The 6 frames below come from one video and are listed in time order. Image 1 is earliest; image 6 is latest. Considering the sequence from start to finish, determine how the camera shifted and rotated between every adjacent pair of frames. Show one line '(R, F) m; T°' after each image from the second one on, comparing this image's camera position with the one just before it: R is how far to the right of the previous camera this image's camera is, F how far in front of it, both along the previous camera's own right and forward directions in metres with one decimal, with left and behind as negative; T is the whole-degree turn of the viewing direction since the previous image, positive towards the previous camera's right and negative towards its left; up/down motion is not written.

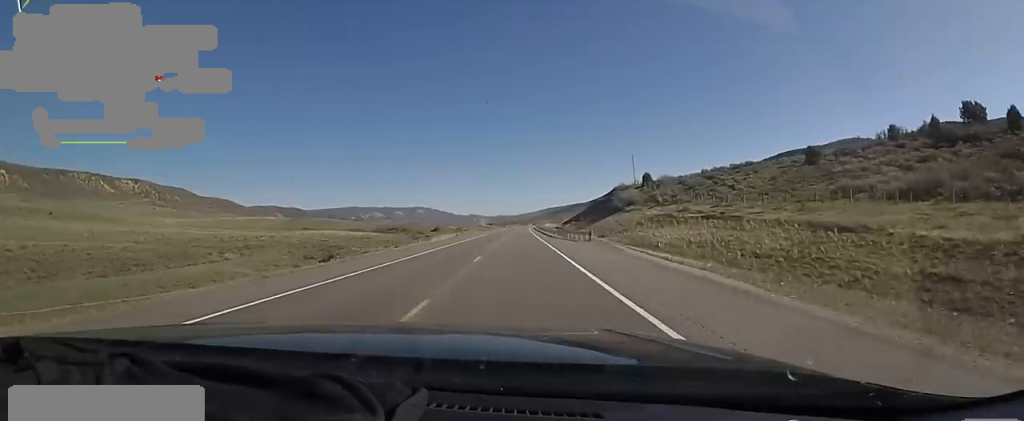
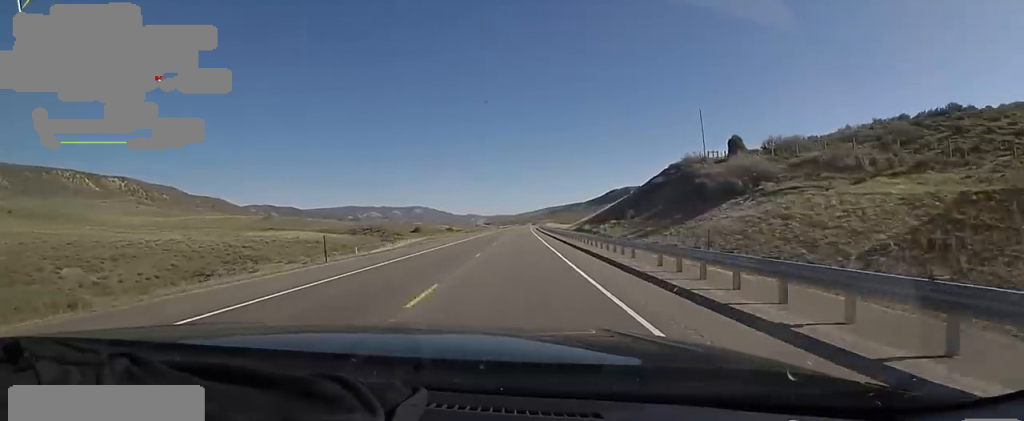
(+1.0, +45.8) m; +1°
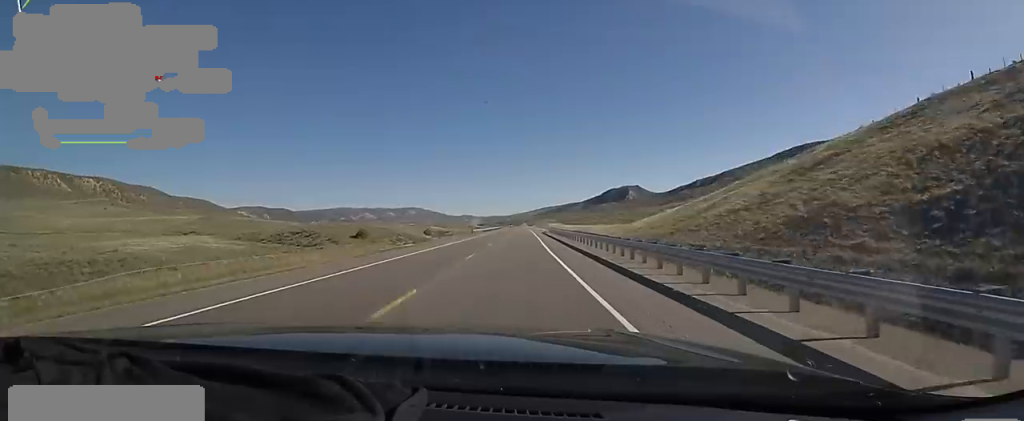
(-0.4, +73.4) m; 0°
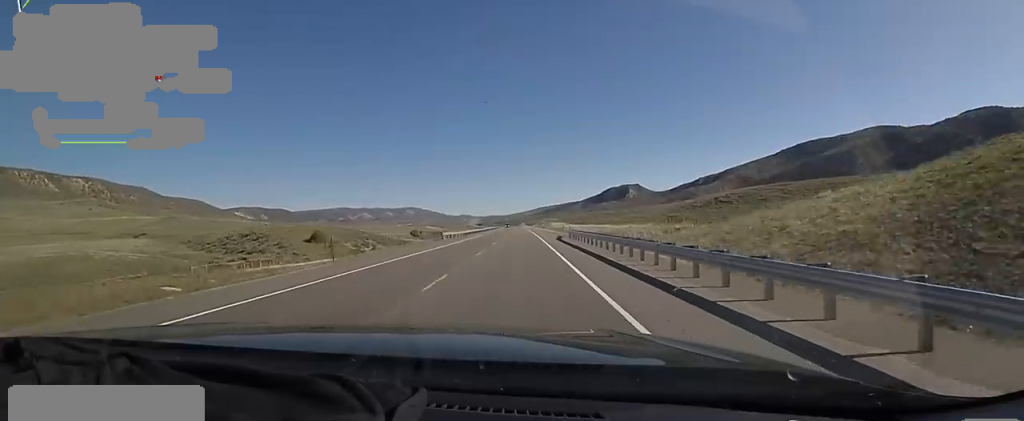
(+0.4, +33.6) m; +2°
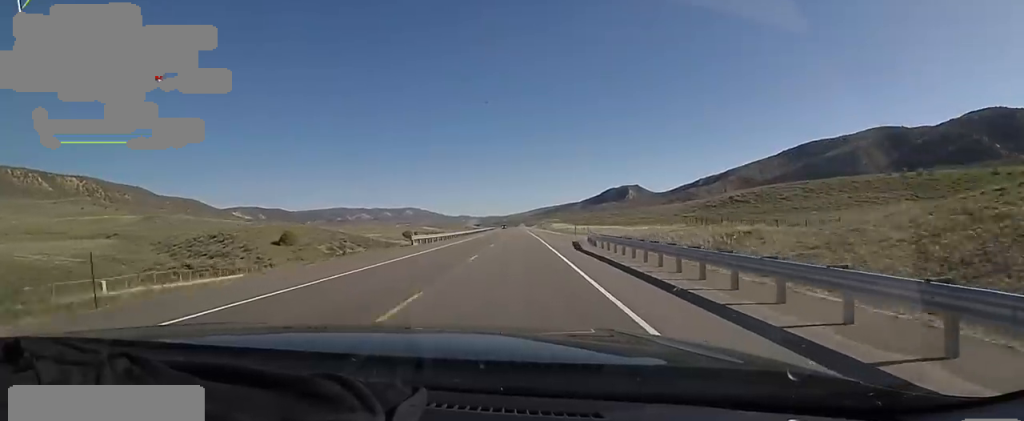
(+0.2, +15.9) m; 0°
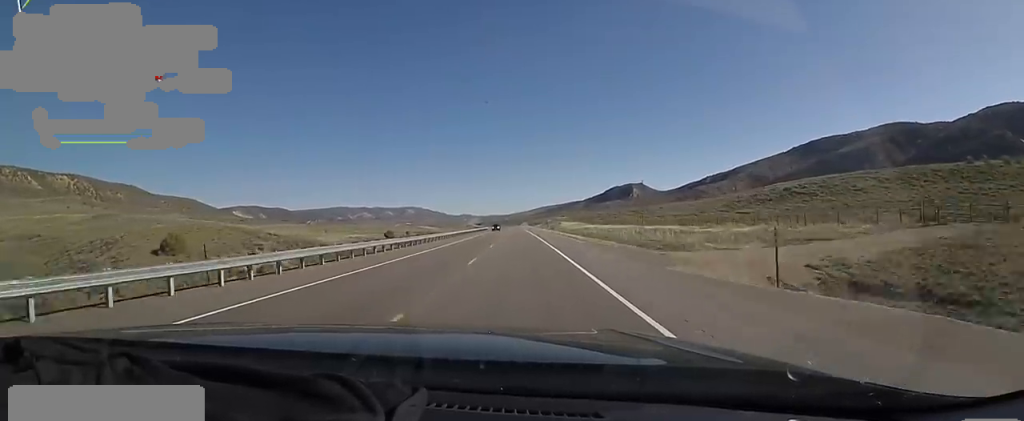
(-0.7, +39.2) m; -2°
